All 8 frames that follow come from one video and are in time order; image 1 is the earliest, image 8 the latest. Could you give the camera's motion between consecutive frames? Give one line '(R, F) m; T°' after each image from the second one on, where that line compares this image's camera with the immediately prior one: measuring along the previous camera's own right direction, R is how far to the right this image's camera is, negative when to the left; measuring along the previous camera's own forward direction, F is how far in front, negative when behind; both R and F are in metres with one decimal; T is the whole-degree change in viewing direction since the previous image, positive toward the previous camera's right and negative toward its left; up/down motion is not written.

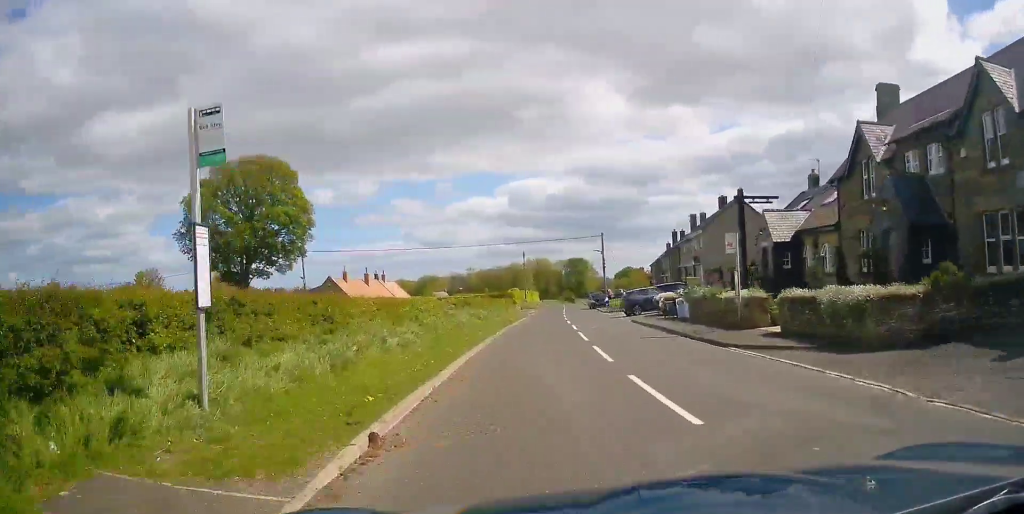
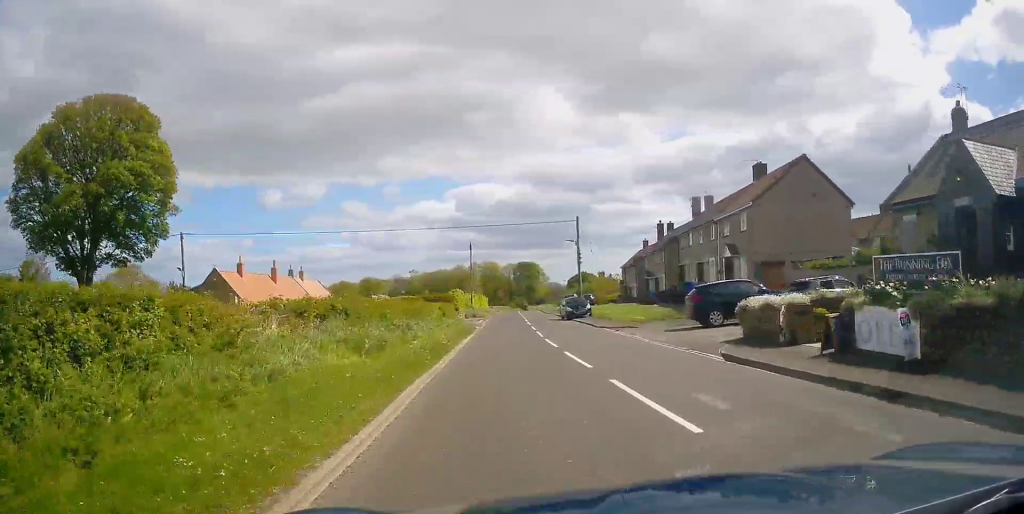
(+0.4, +17.0) m; +5°
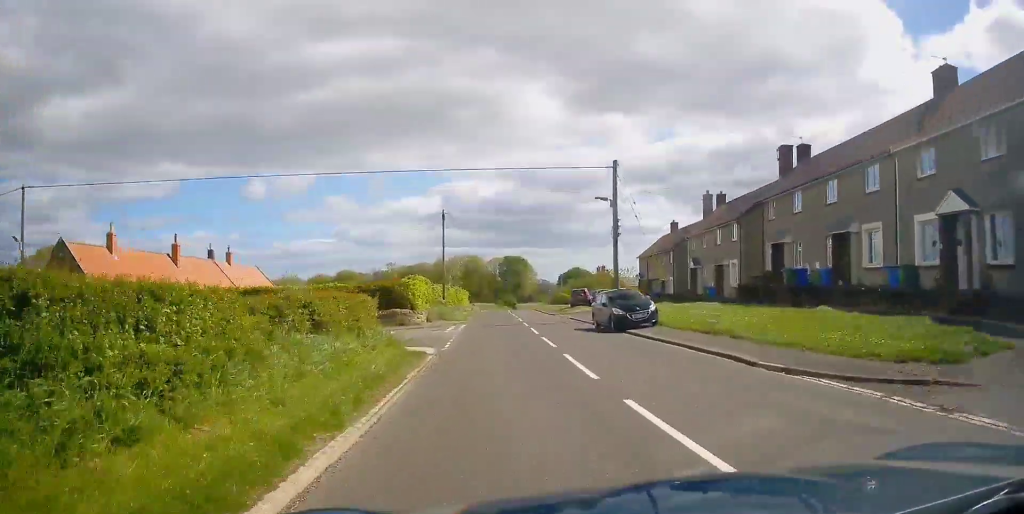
(+1.4, +18.5) m; +6°
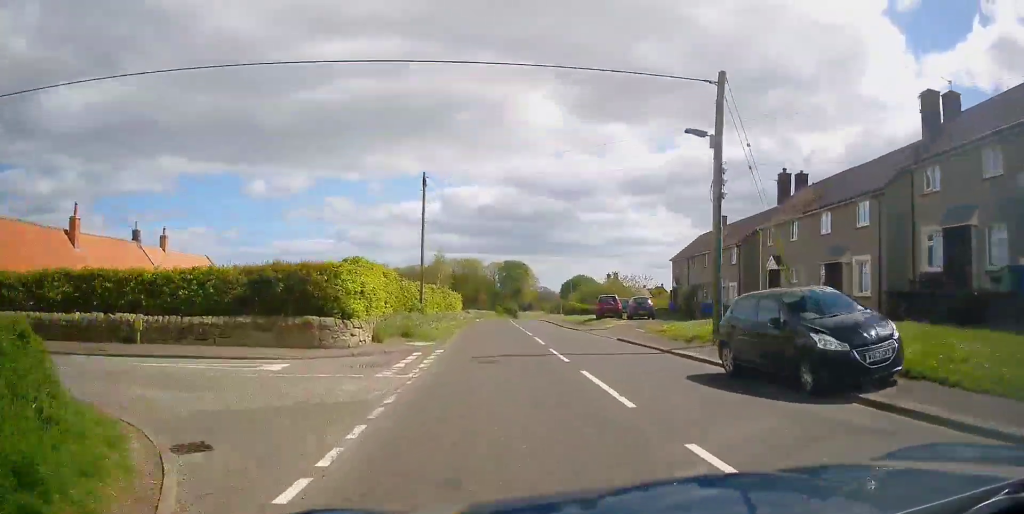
(0.0, +13.7) m; 0°
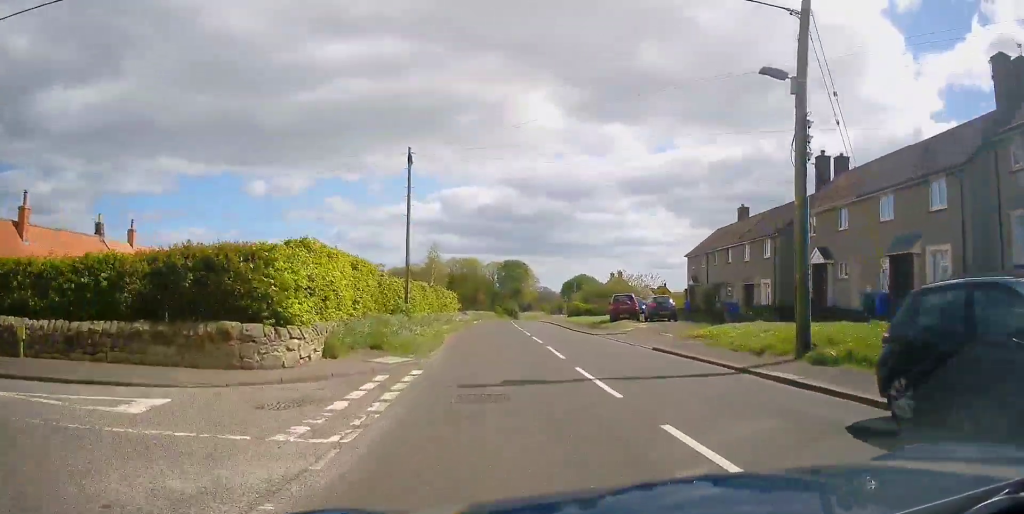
(0.0, +4.9) m; 0°
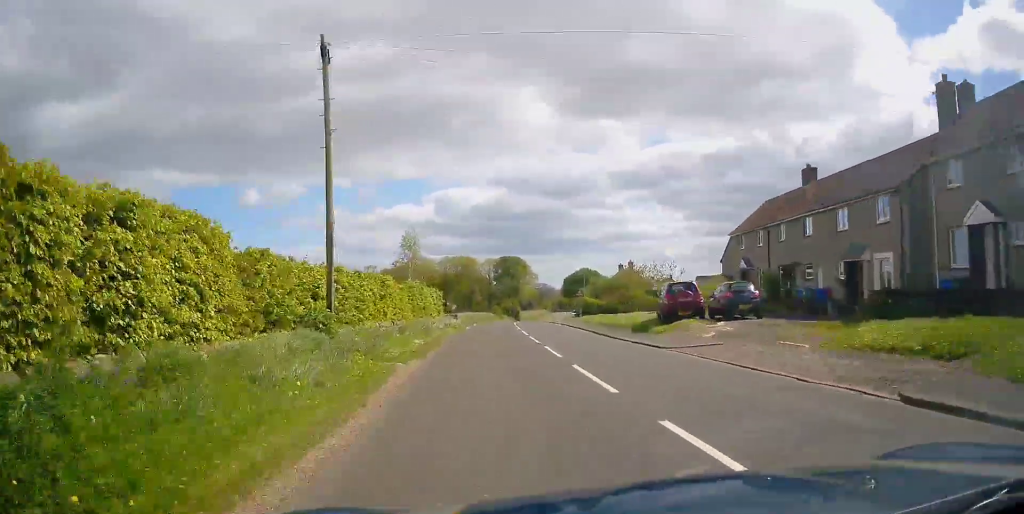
(0.0, +11.3) m; 0°
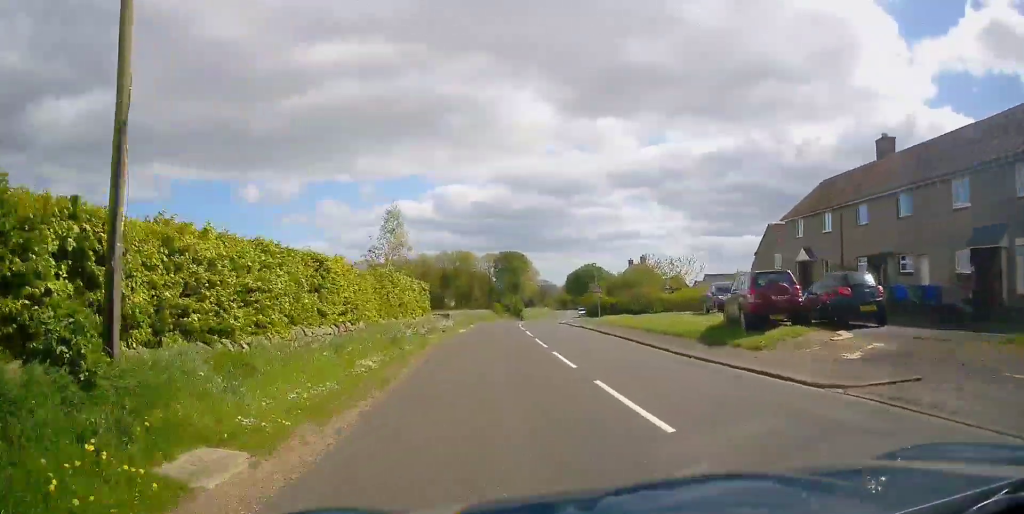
(0.0, +8.3) m; +1°
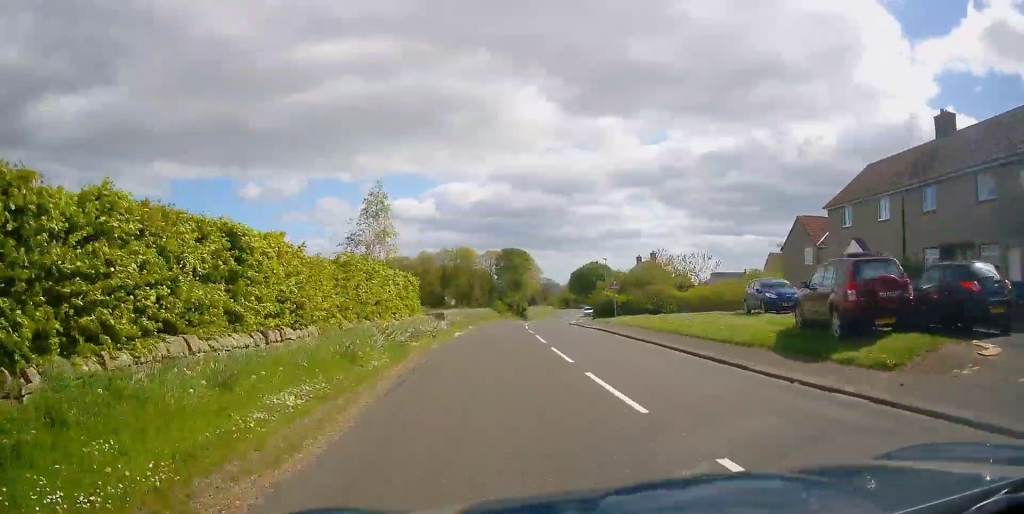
(-0.1, +4.9) m; +1°
